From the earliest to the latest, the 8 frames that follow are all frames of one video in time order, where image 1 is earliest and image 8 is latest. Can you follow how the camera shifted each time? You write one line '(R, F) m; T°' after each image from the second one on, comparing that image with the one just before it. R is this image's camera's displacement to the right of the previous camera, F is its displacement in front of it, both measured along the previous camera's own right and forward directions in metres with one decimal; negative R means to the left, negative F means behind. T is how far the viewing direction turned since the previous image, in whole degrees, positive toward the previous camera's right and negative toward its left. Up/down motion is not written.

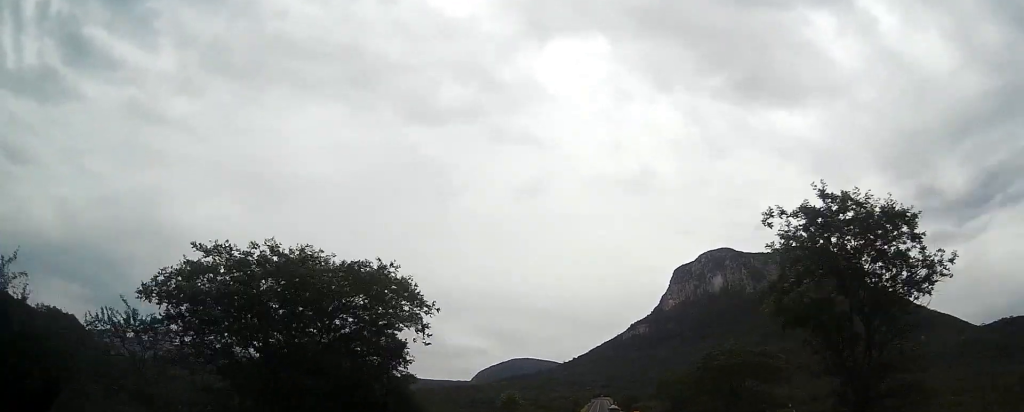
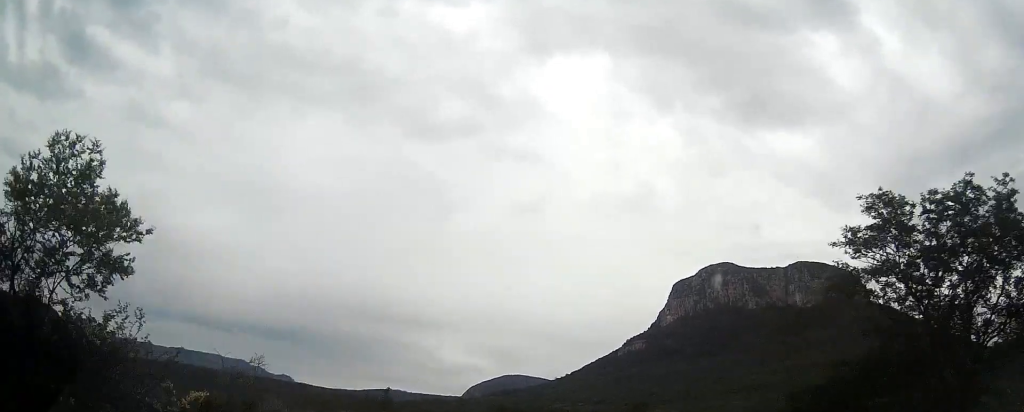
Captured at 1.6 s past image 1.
(+0.1, +54.0) m; 0°
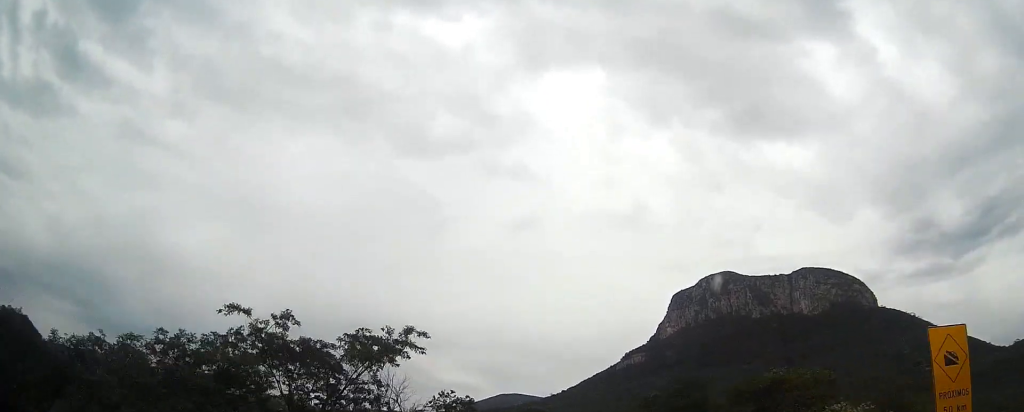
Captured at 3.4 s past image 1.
(+0.3, +60.4) m; +1°
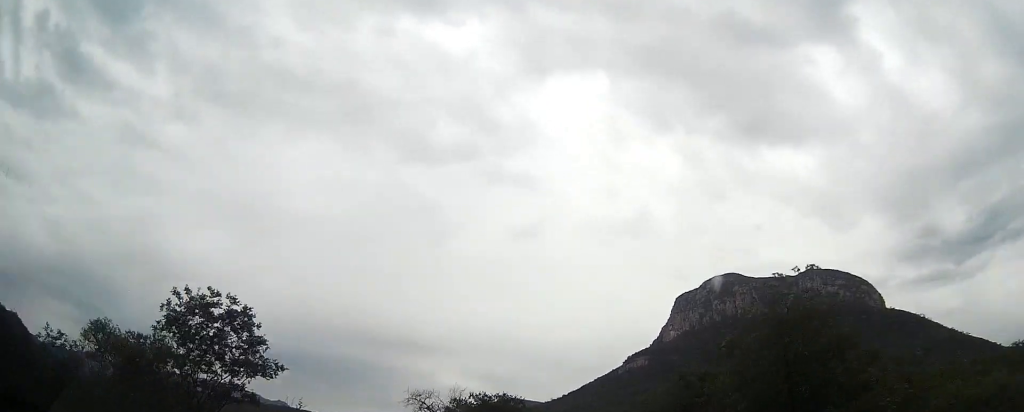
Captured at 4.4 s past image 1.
(+0.4, +33.7) m; +1°
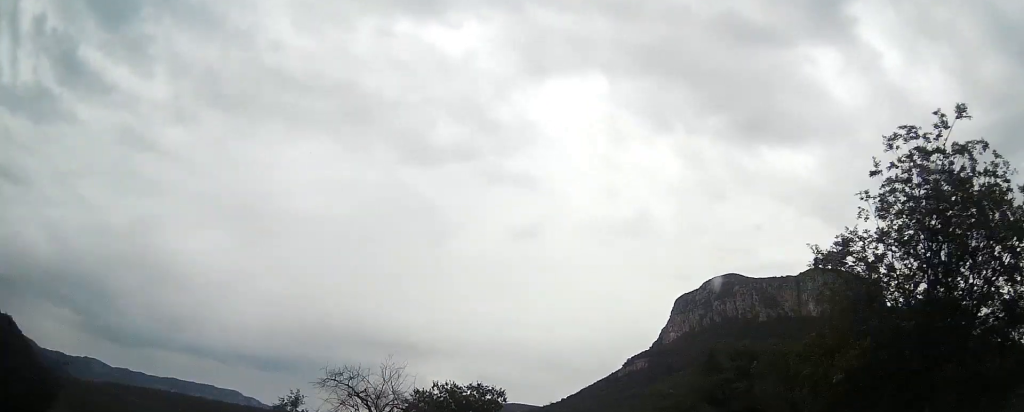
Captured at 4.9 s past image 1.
(0.0, +14.8) m; 0°
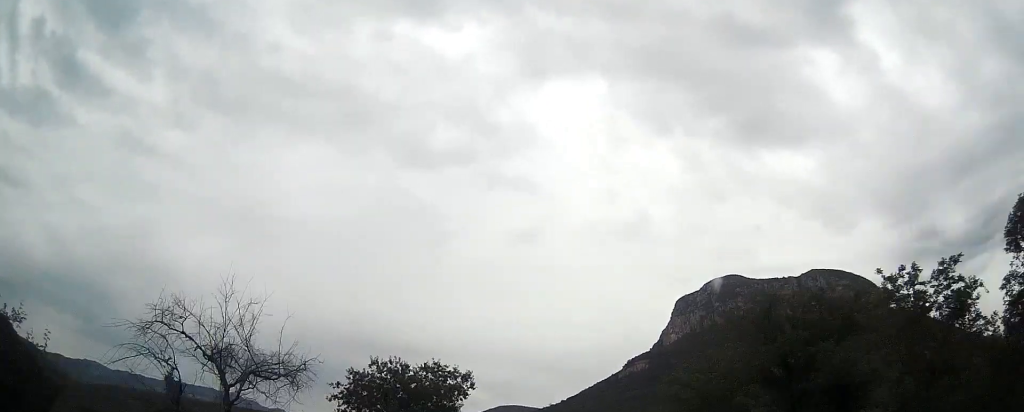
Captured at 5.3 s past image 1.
(0.0, +13.5) m; 0°
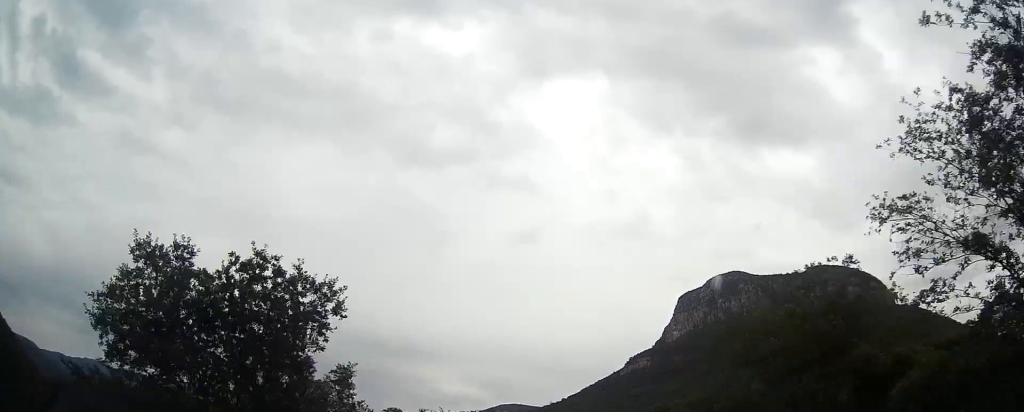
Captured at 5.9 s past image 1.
(-0.1, +20.2) m; 0°
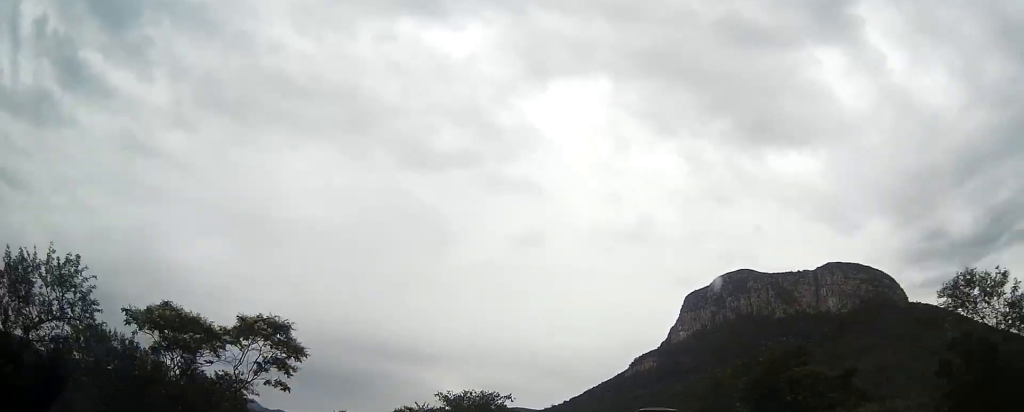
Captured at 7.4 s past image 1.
(0.0, +49.6) m; 0°
